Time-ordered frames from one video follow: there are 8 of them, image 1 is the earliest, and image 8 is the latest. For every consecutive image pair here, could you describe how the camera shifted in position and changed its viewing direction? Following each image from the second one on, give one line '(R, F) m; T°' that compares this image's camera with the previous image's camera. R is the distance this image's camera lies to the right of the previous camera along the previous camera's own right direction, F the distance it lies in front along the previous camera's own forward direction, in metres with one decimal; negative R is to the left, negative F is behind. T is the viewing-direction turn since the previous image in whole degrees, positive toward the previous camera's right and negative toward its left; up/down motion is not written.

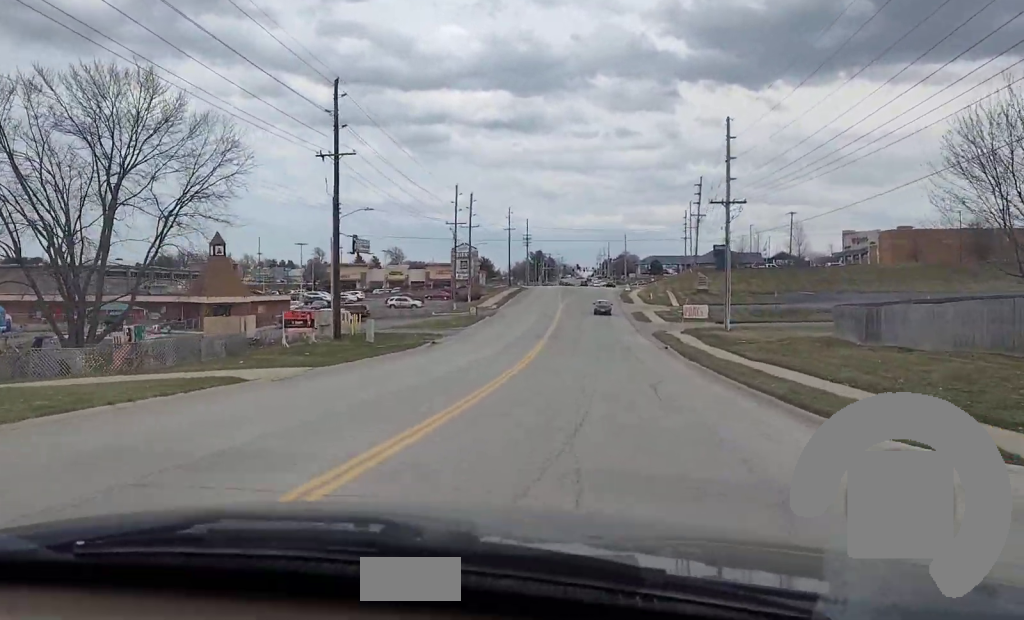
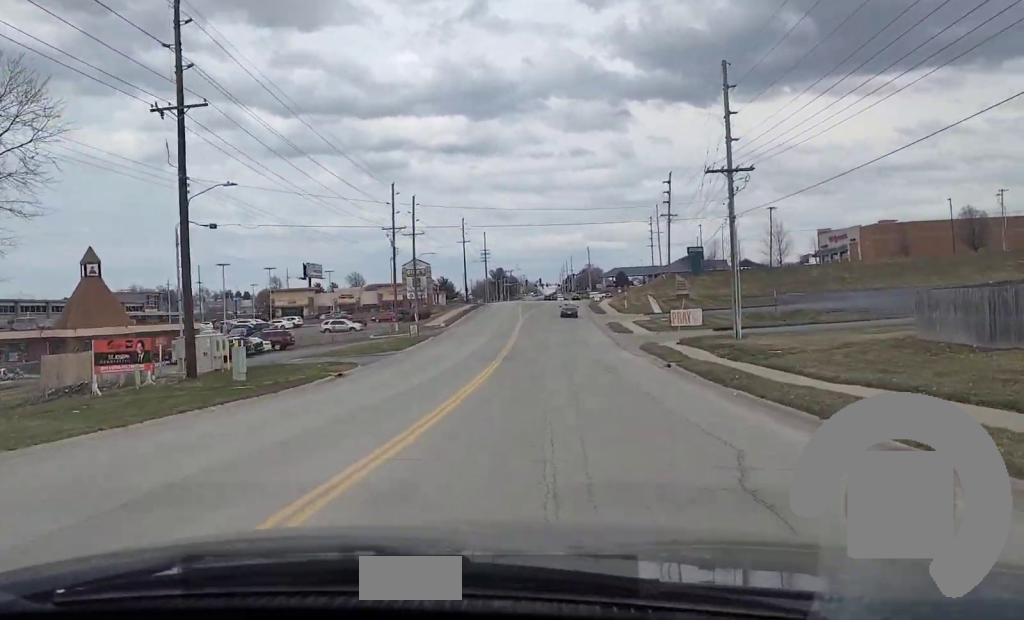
(+0.1, +15.9) m; 0°
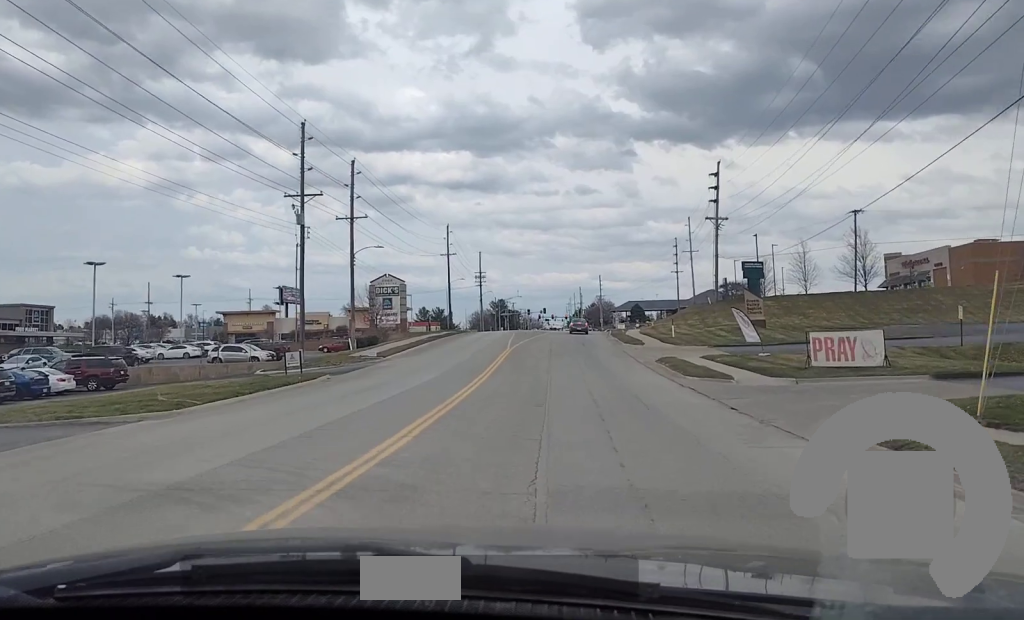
(-0.1, +32.6) m; 0°
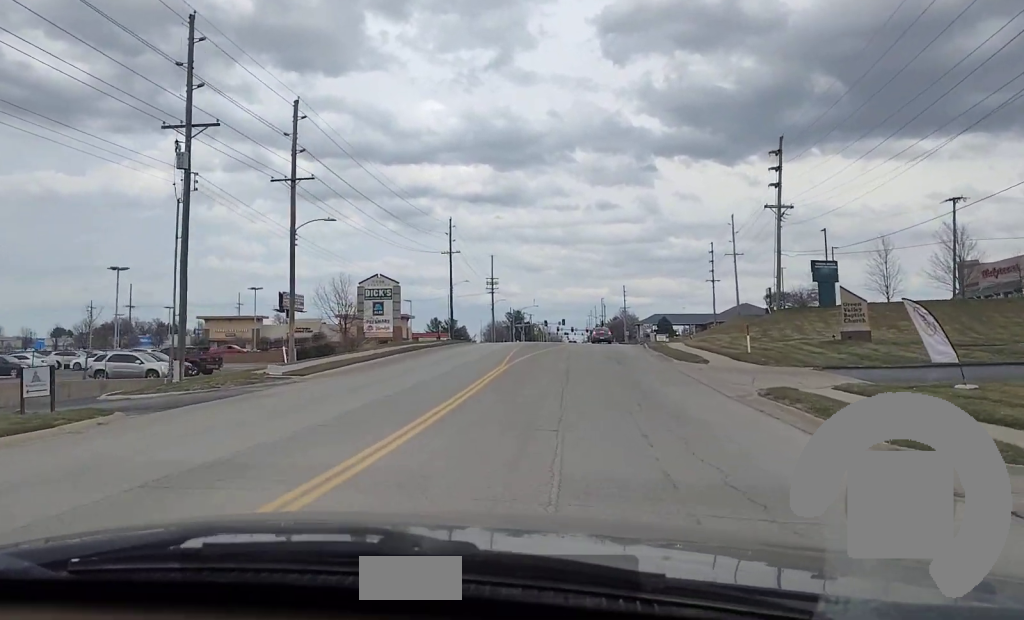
(+0.1, +17.4) m; 0°
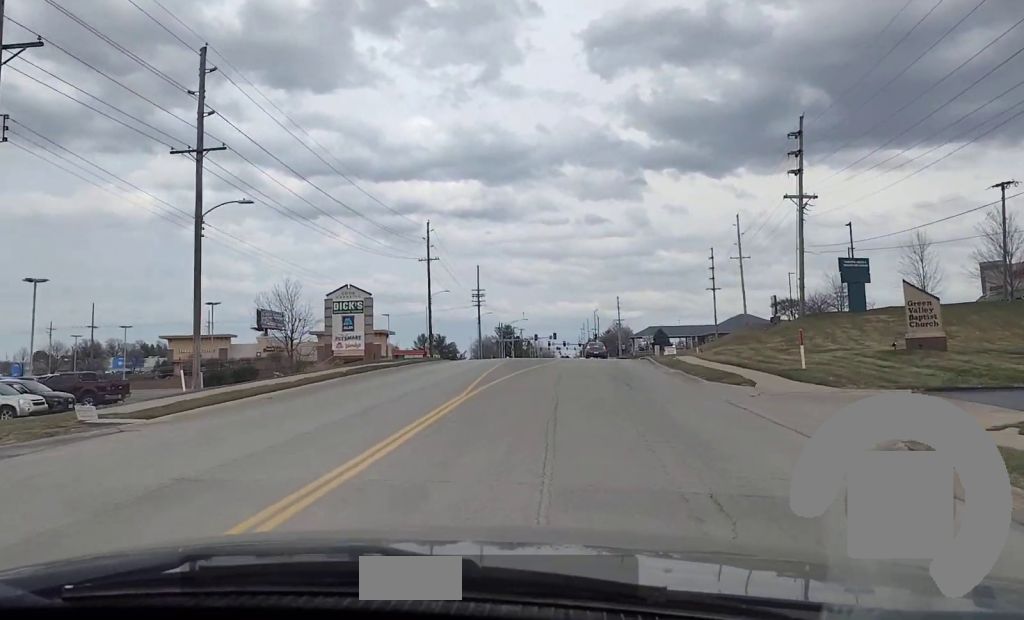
(0.0, +10.5) m; 0°
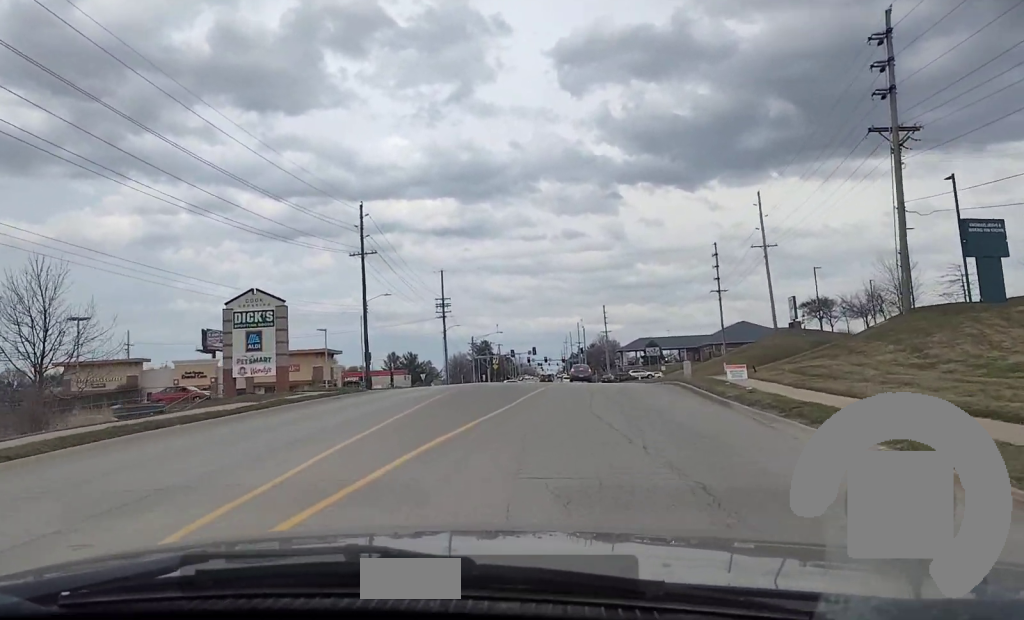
(0.0, +24.2) m; 0°
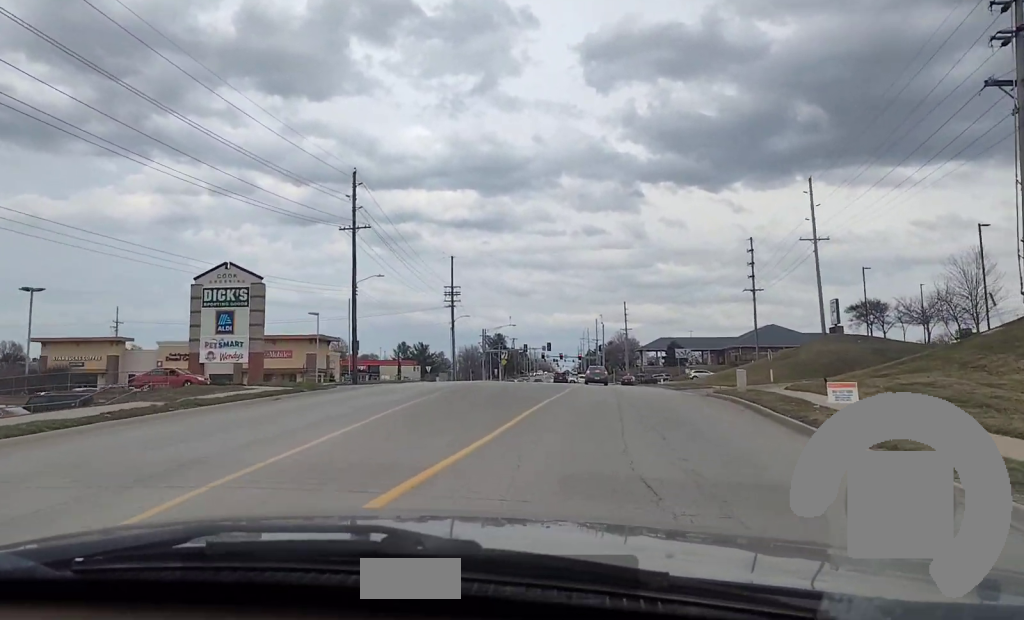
(0.0, +9.5) m; 0°
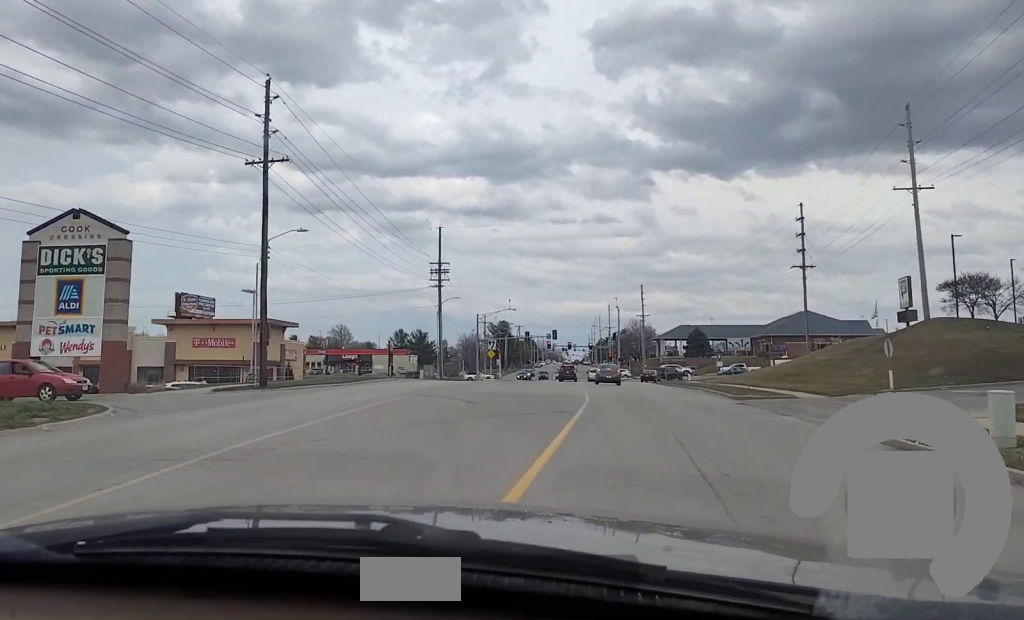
(+0.2, +20.6) m; 0°
